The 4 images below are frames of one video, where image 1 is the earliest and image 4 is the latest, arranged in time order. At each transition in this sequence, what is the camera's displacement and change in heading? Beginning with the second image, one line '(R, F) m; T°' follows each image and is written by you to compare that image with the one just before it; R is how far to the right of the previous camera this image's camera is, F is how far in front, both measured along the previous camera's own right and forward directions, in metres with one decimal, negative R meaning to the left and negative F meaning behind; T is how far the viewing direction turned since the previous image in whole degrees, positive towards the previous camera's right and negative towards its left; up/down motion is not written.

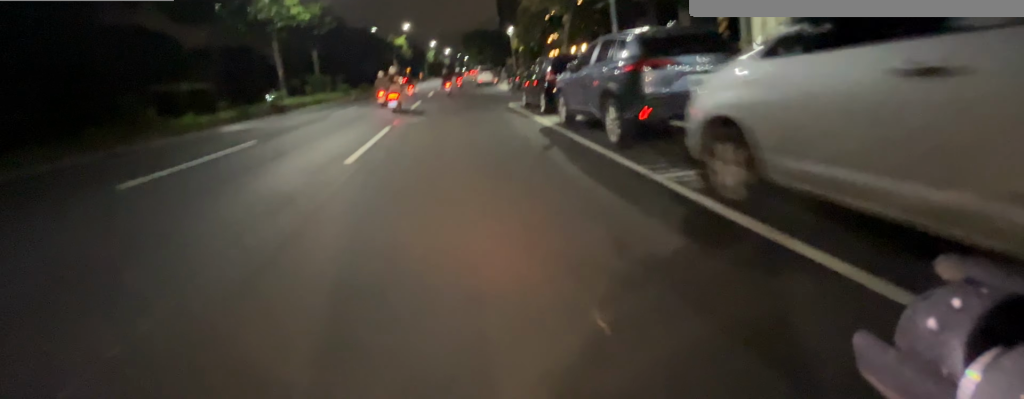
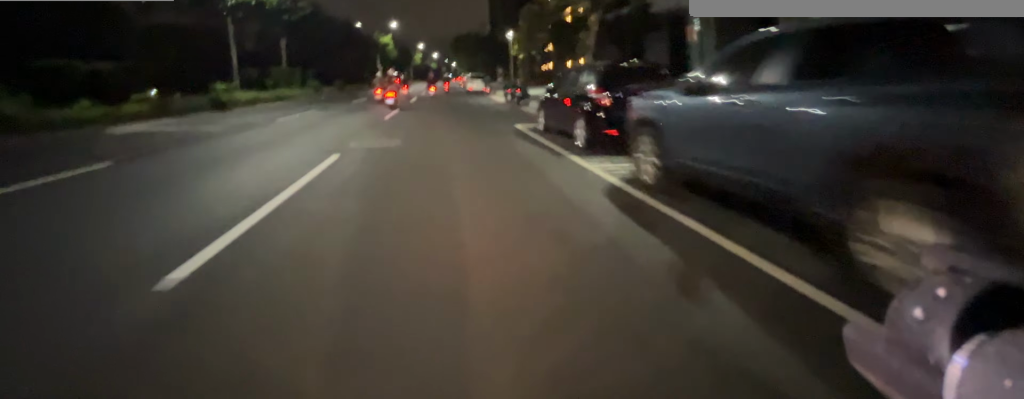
(-0.1, +4.8) m; -1°
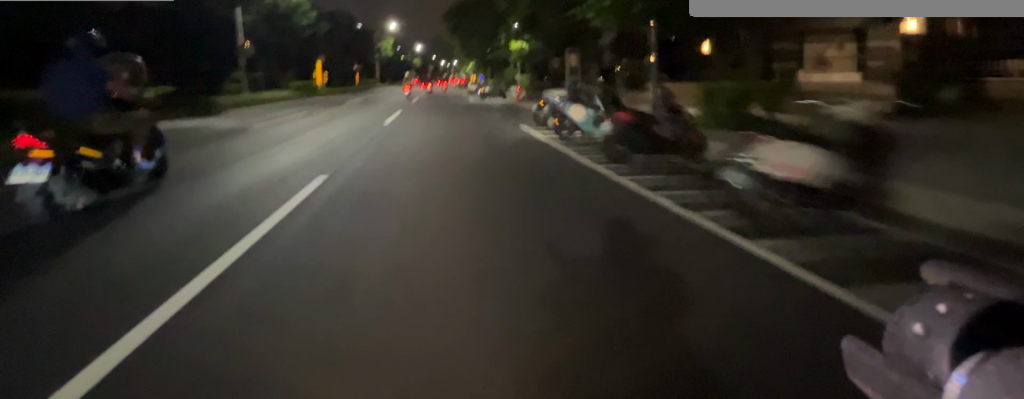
(+0.7, +45.1) m; +1°
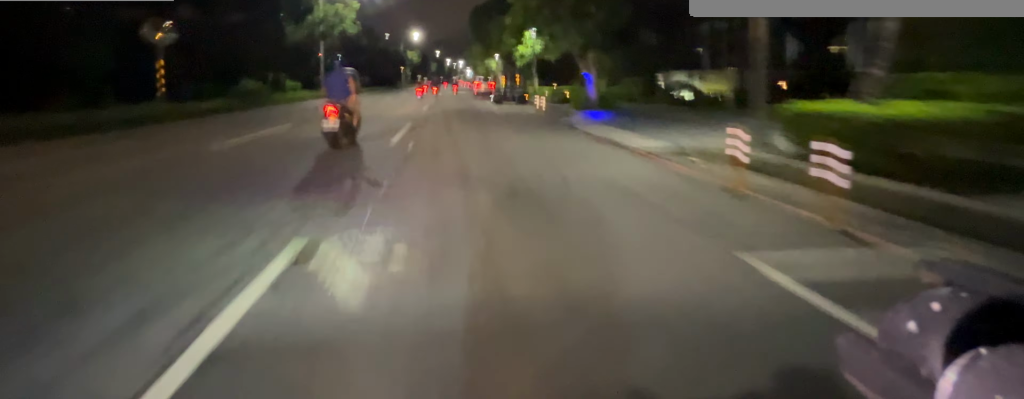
(-0.2, +32.1) m; 0°
